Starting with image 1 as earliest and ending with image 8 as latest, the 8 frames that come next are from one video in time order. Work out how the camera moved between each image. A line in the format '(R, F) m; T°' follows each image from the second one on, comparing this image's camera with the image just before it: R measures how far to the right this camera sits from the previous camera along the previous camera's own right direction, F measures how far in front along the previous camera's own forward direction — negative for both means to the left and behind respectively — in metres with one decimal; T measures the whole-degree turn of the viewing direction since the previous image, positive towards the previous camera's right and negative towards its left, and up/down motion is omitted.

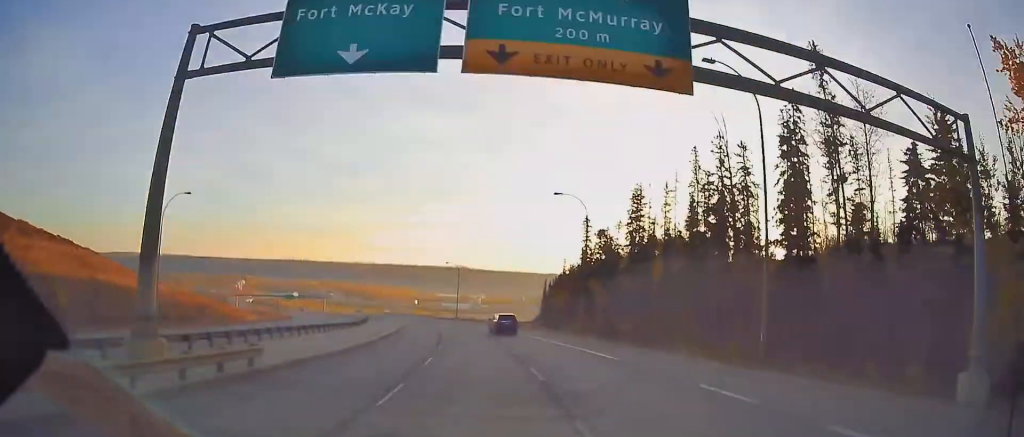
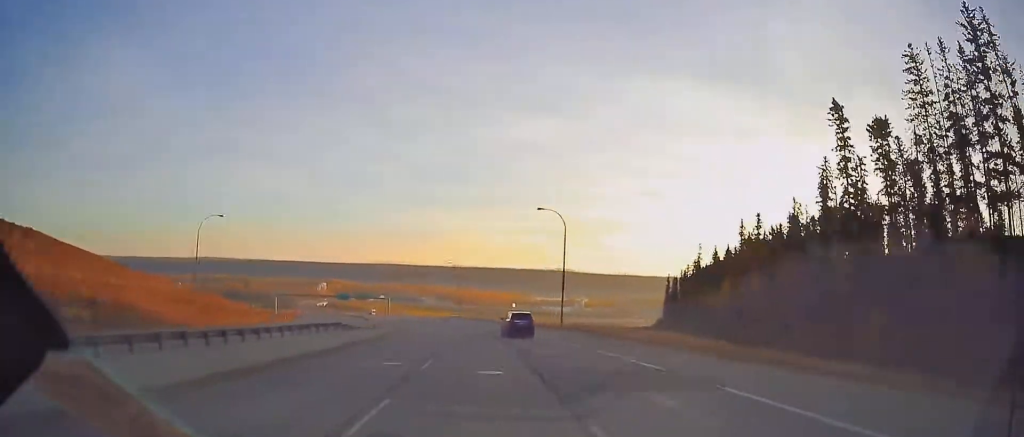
(-6.2, +65.5) m; -10°
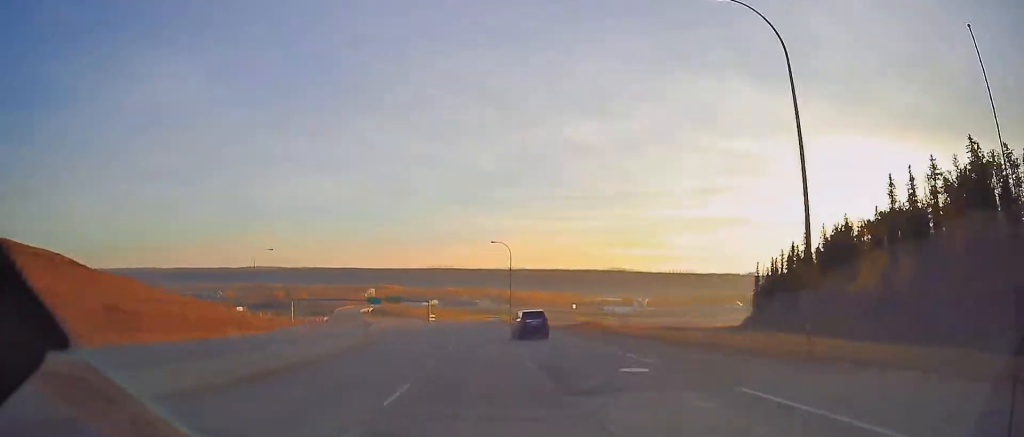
(-2.4, +41.0) m; -6°
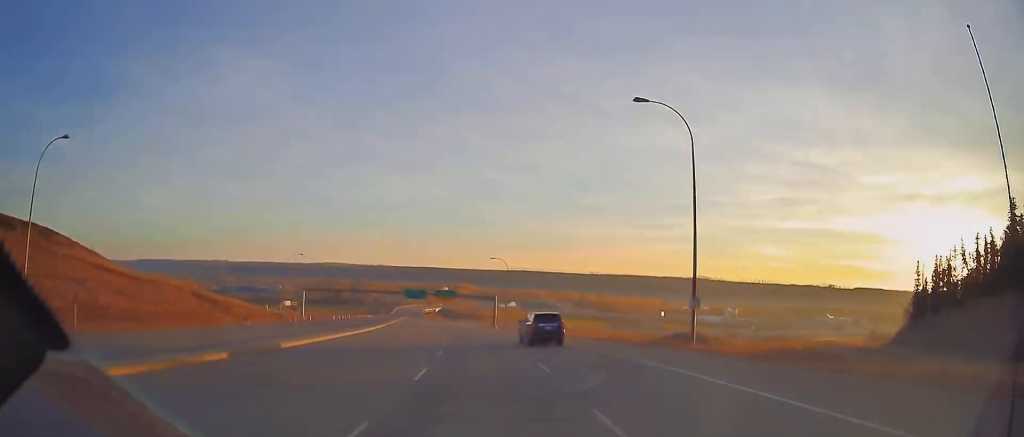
(-3.9, +59.5) m; -8°
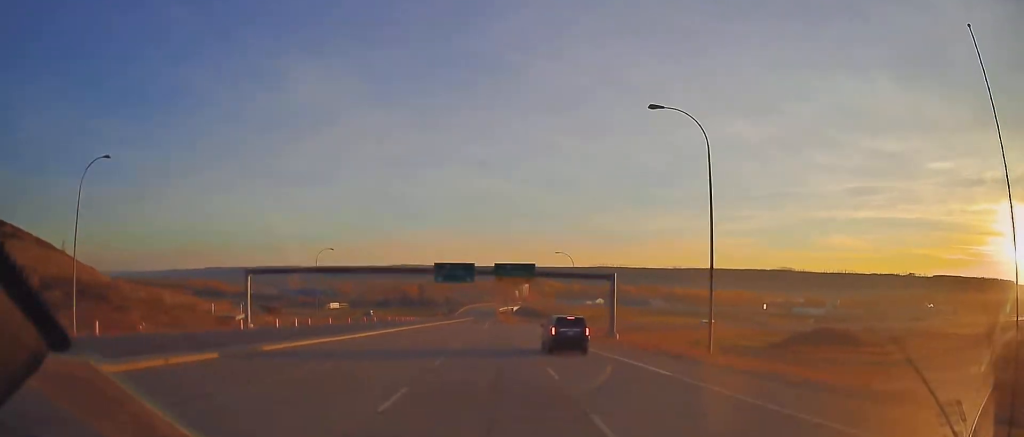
(-5.6, +73.3) m; -5°
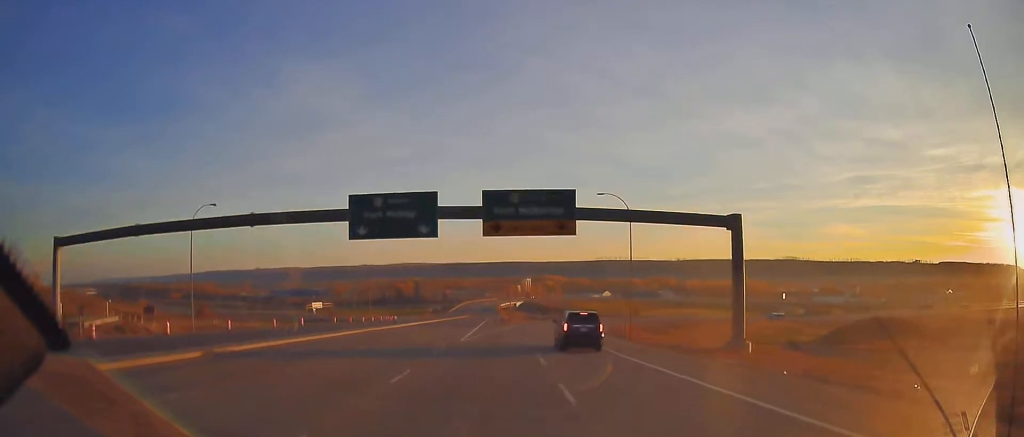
(-1.9, +41.3) m; +1°
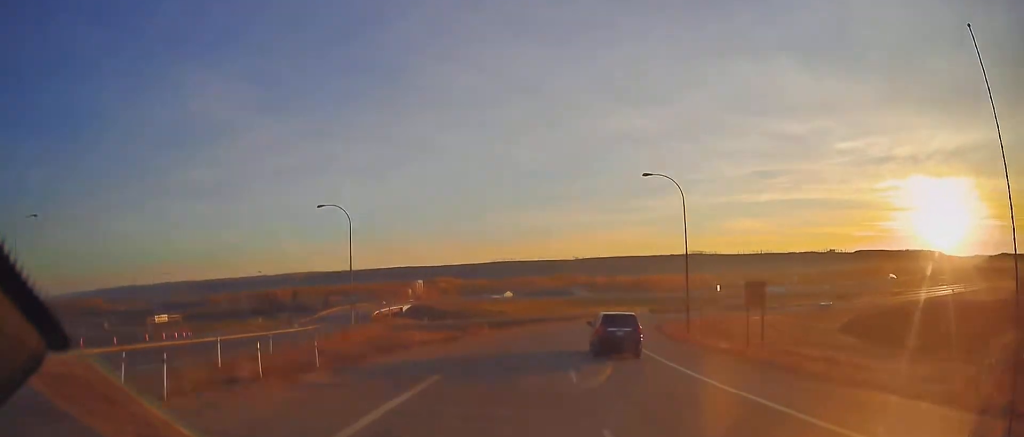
(+4.9, +77.9) m; +12°
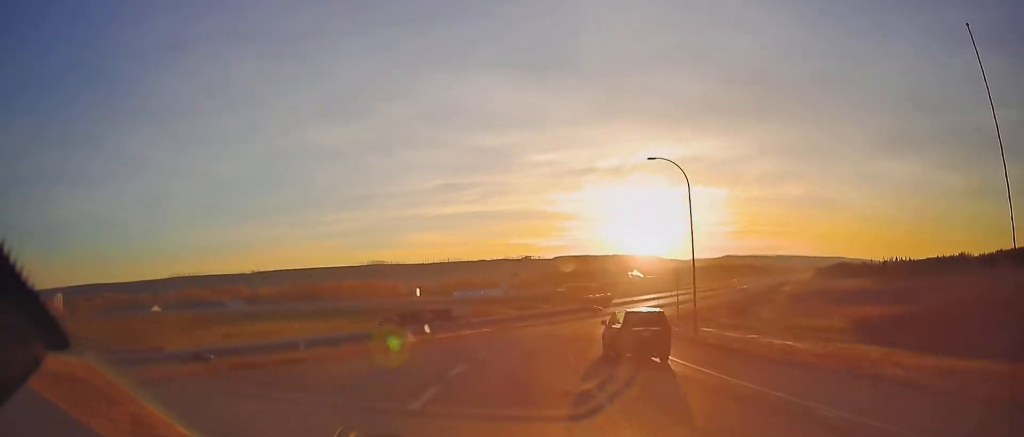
(+37.7, +133.2) m; +32°
